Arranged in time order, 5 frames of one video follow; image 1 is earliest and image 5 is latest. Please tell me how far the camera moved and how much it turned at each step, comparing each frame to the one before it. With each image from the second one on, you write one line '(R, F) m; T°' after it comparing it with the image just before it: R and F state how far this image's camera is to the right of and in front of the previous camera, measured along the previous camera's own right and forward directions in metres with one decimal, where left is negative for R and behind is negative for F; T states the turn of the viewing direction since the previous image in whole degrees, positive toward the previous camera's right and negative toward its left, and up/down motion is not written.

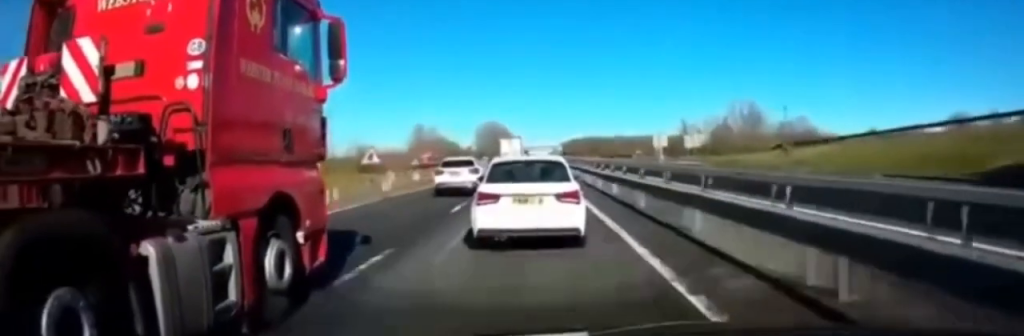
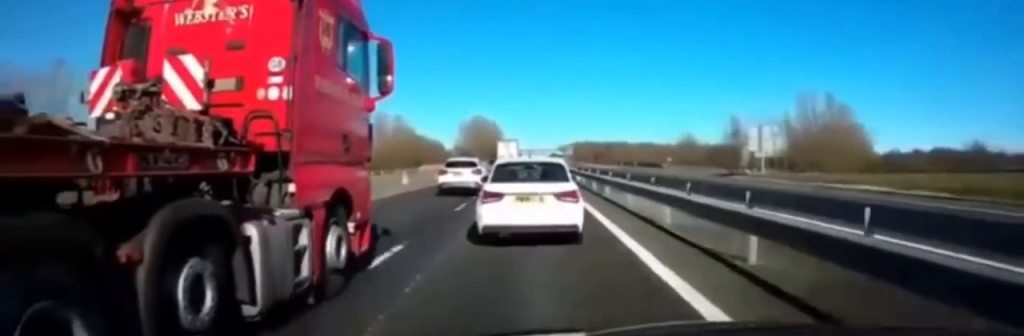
(+0.8, +42.4) m; +1°
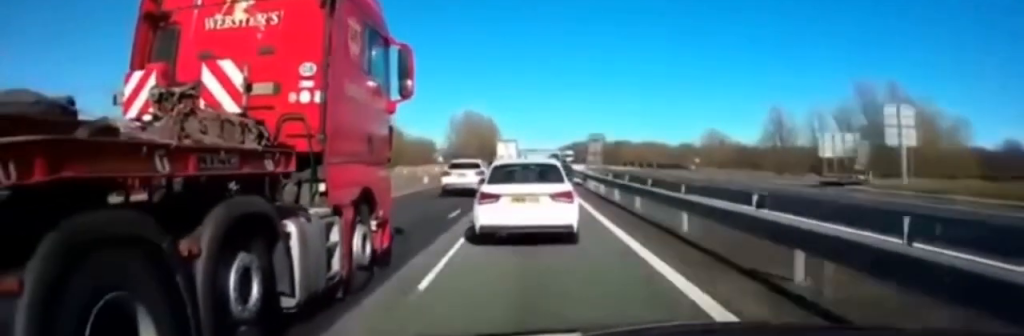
(-0.2, +21.1) m; 0°
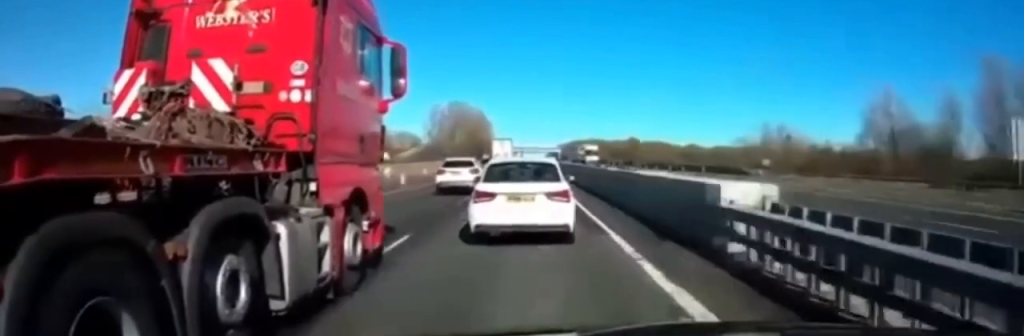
(+0.1, +31.9) m; -1°
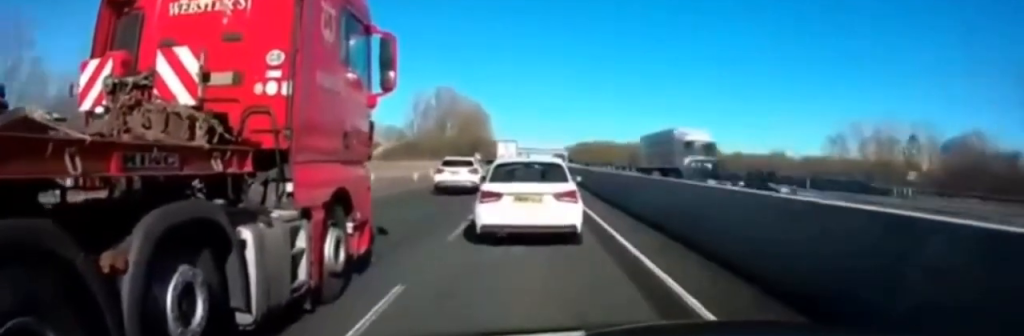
(-0.3, +29.7) m; 0°
